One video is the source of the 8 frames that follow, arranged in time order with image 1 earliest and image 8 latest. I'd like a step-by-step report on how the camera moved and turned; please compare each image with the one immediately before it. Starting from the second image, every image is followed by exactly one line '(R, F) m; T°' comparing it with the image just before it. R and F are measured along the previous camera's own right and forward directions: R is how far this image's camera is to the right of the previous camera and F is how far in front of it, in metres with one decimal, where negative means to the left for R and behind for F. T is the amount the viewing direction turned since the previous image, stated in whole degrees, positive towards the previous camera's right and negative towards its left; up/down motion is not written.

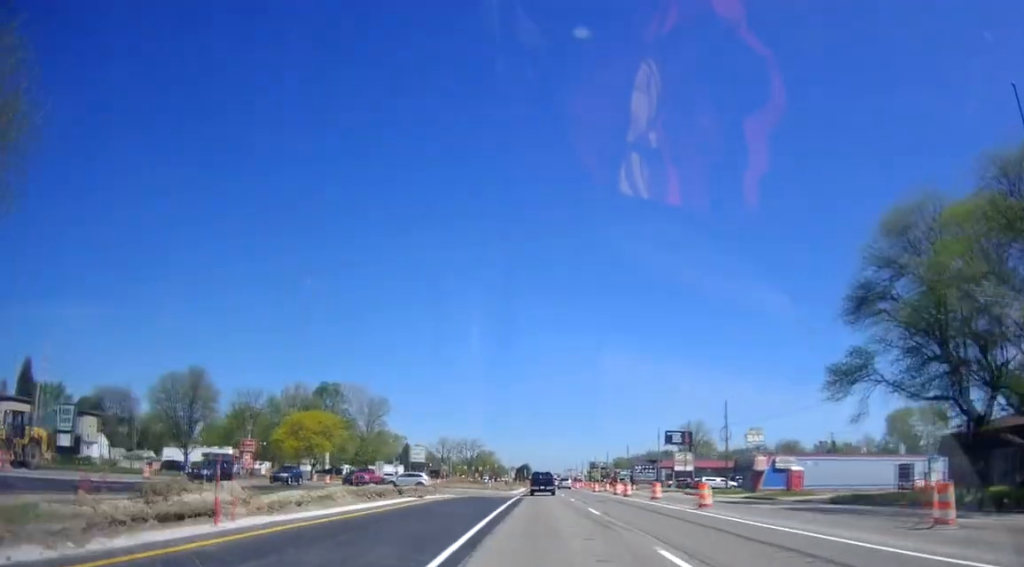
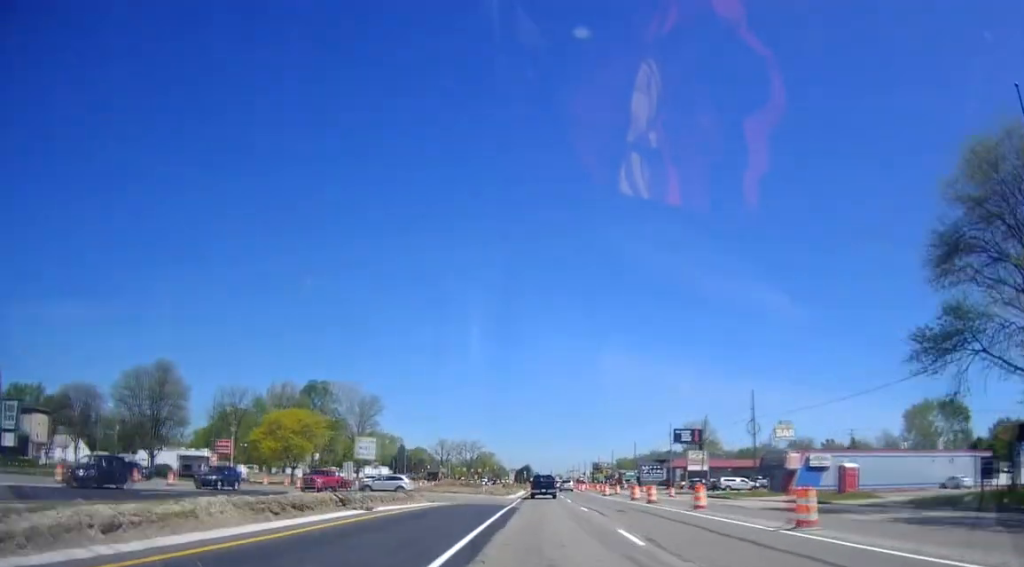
(-0.4, +9.5) m; 0°
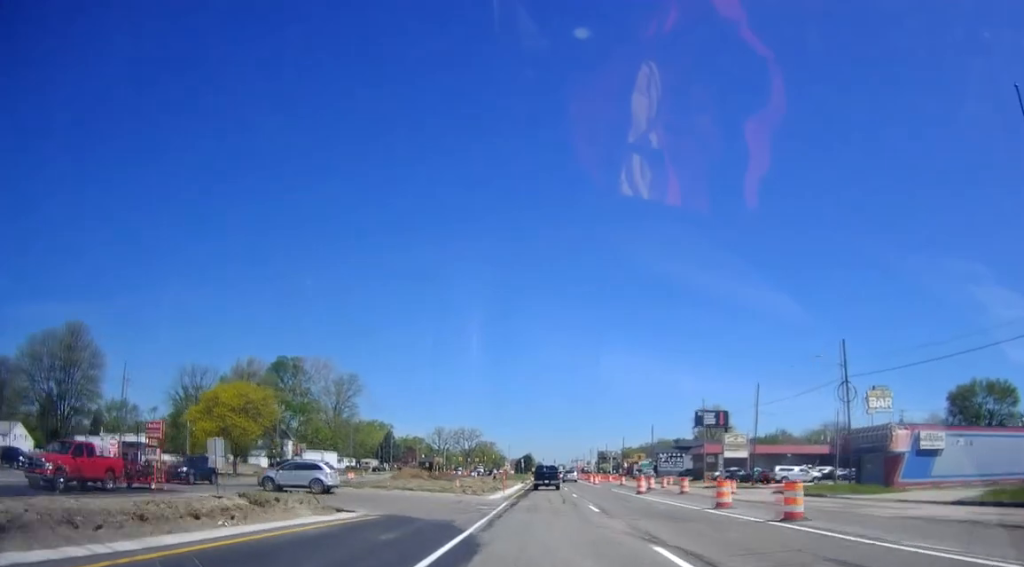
(0.0, +20.3) m; +1°
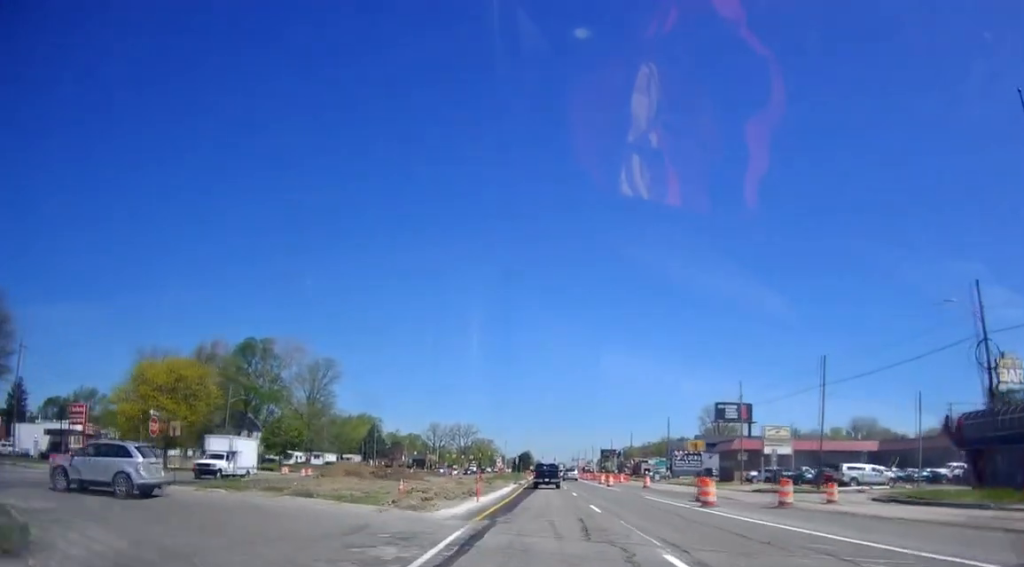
(+0.3, +16.2) m; 0°
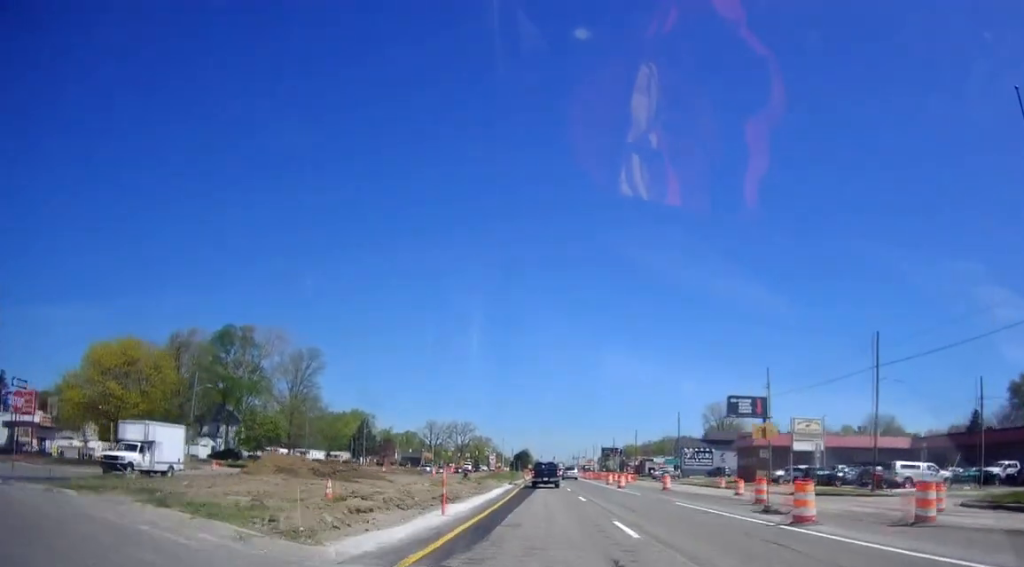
(+0.1, +8.7) m; -1°
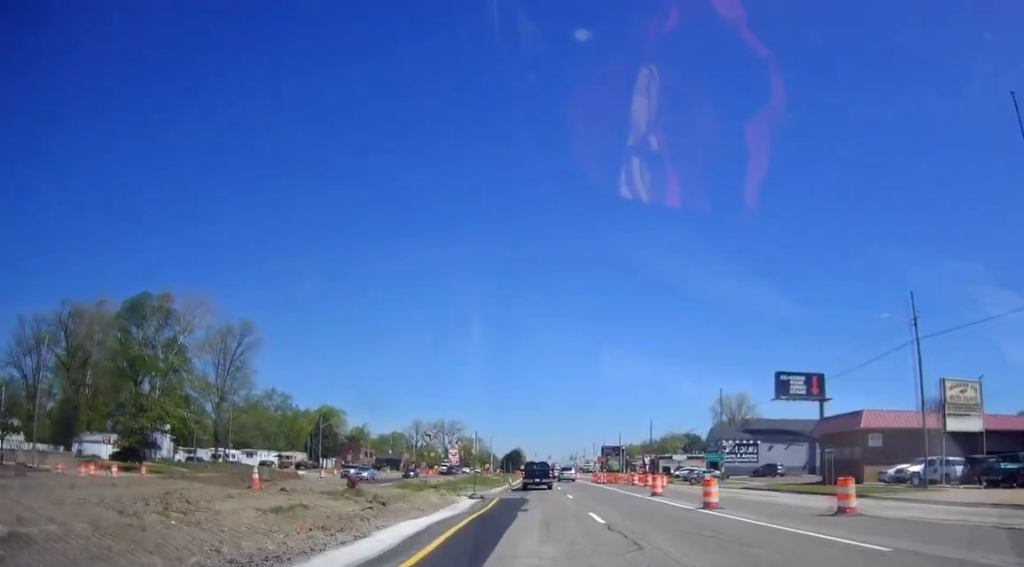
(-0.8, +25.9) m; -1°
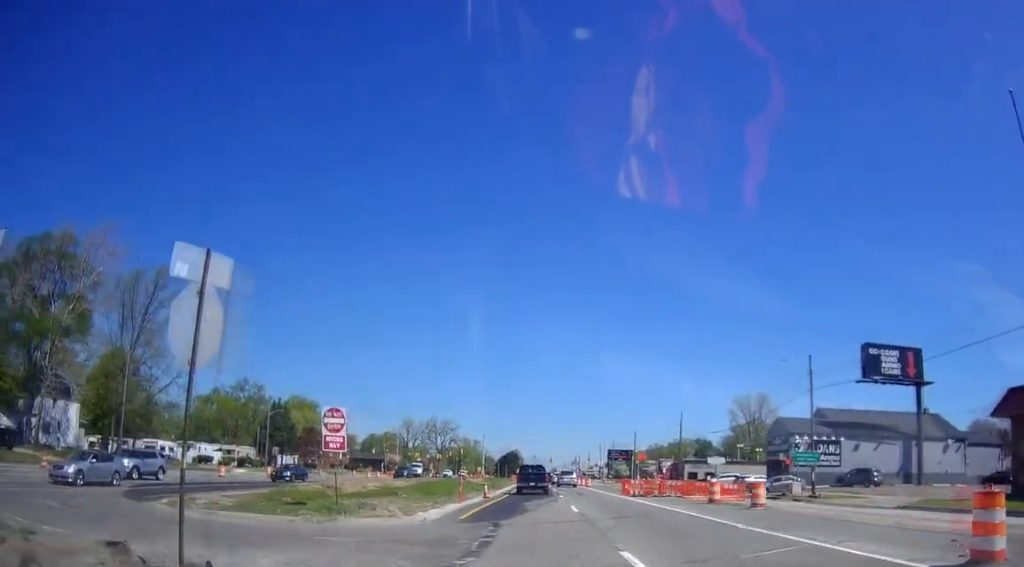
(+1.0, +25.1) m; +2°
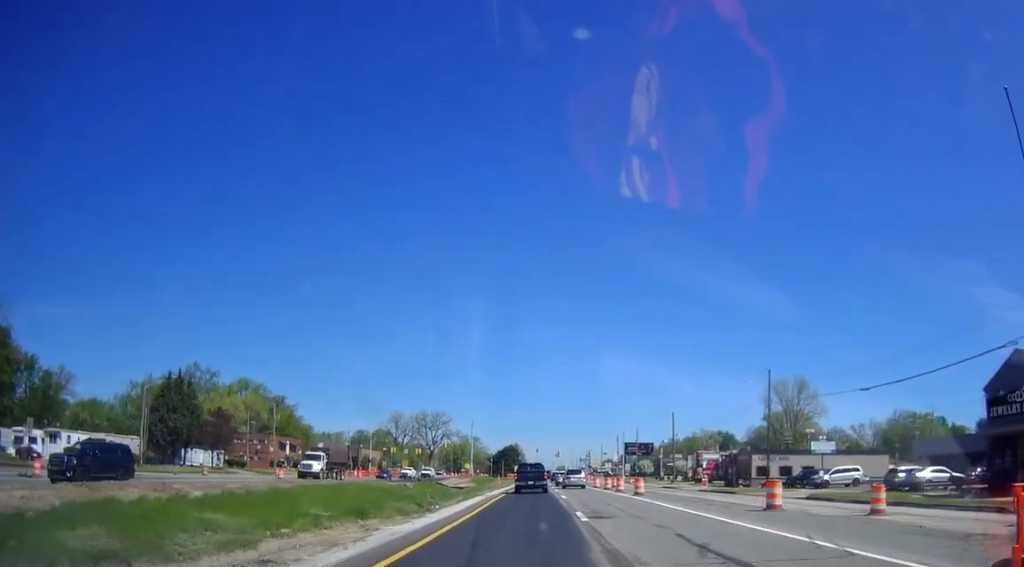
(-0.4, +36.0) m; 0°
